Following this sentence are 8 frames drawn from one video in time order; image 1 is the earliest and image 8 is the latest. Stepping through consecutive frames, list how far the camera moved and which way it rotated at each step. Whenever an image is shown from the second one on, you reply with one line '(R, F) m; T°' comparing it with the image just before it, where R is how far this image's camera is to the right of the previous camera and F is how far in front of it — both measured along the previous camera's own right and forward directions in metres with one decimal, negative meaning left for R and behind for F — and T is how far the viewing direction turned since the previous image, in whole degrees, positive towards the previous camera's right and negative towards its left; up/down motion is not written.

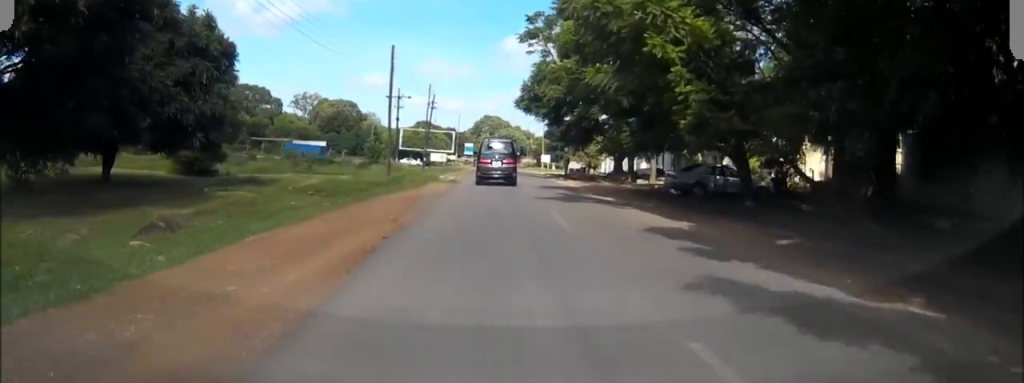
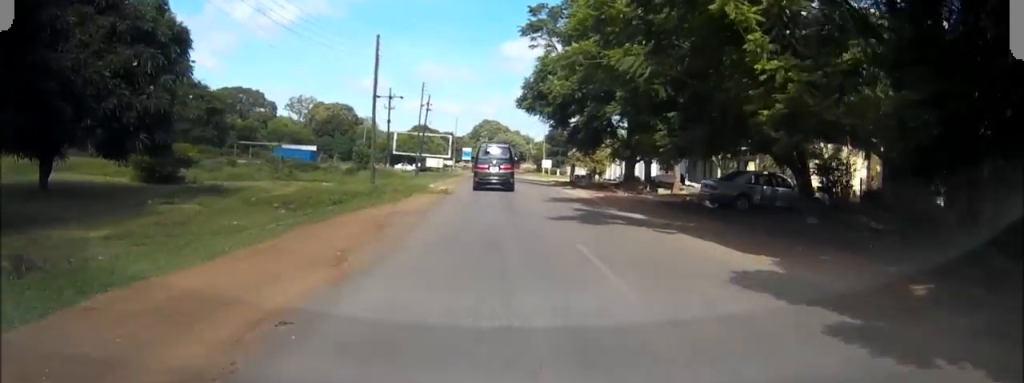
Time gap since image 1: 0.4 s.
(+0.1, +5.7) m; 0°
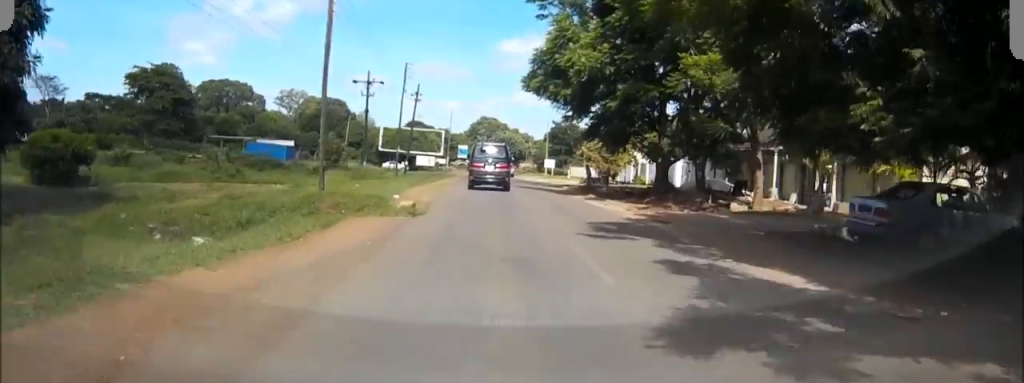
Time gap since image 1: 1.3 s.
(0.0, +11.7) m; 0°
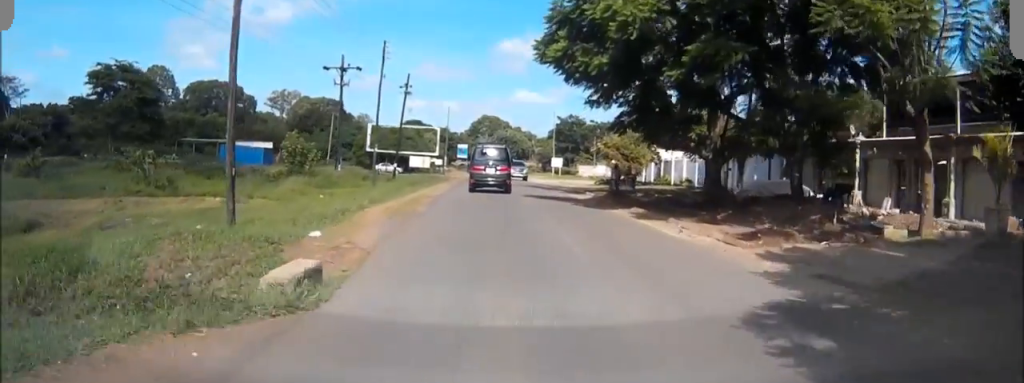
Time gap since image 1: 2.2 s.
(-0.1, +10.5) m; 0°
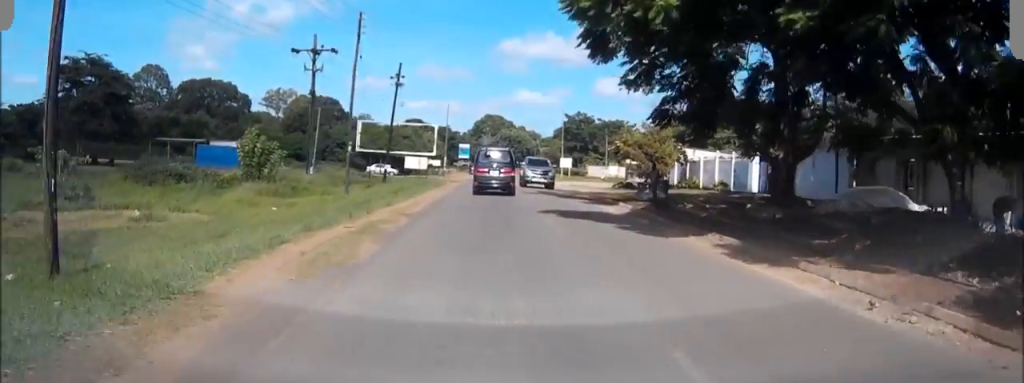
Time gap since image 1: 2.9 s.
(+0.1, +8.5) m; 0°
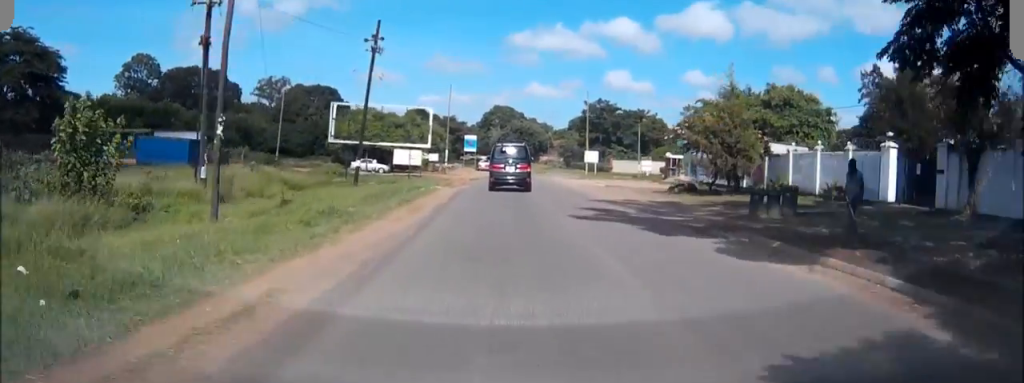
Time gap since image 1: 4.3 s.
(-0.1, +16.9) m; 0°
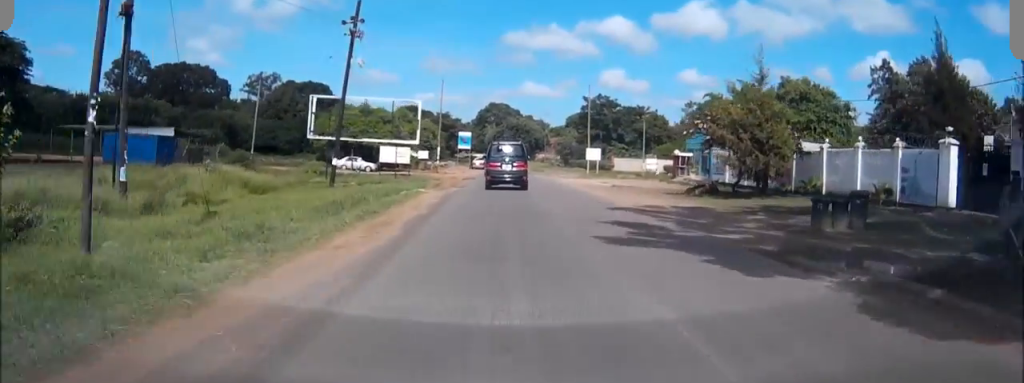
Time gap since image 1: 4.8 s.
(+0.1, +5.5) m; +1°
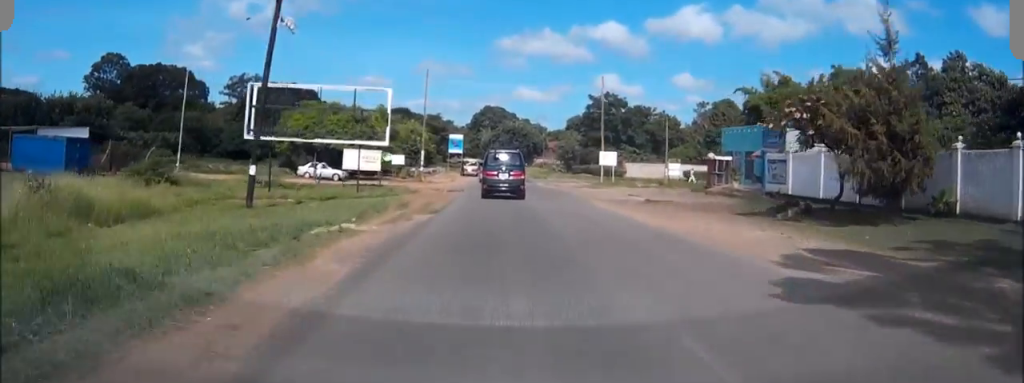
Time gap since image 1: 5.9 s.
(+0.1, +13.3) m; 0°
